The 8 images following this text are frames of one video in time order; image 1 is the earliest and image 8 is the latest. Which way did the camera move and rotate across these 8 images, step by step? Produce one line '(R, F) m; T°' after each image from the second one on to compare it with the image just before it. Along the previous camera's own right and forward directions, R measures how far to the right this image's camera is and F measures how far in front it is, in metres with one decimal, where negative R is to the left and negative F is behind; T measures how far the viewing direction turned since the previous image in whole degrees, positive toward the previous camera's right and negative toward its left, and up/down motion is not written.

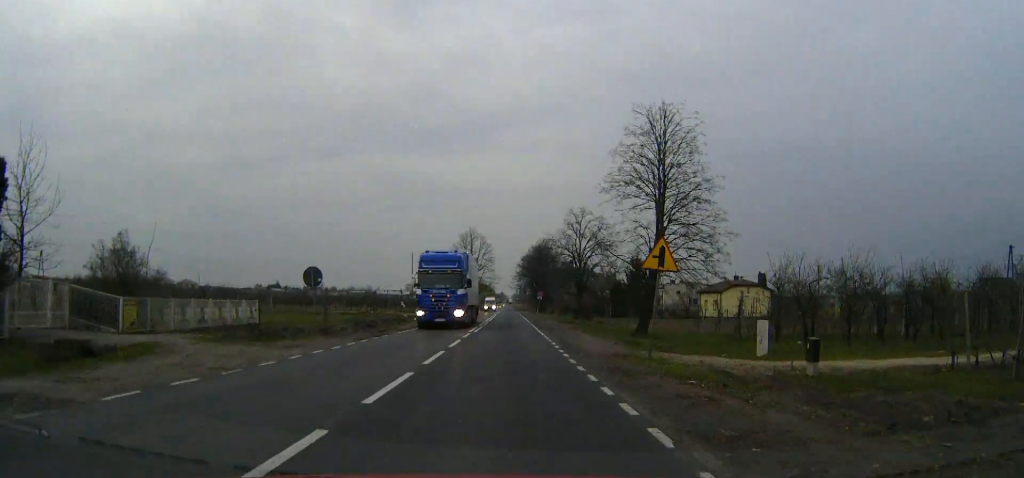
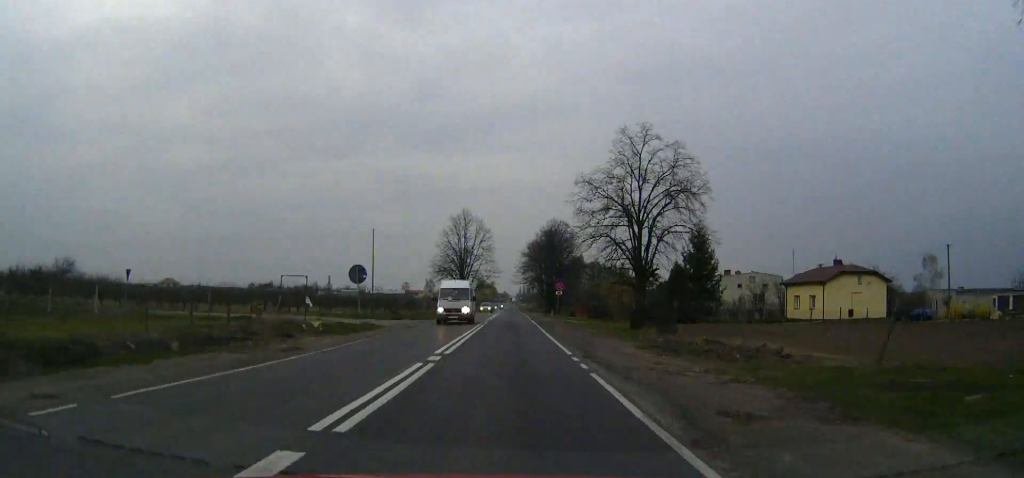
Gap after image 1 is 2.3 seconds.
(-0.1, +37.4) m; 0°
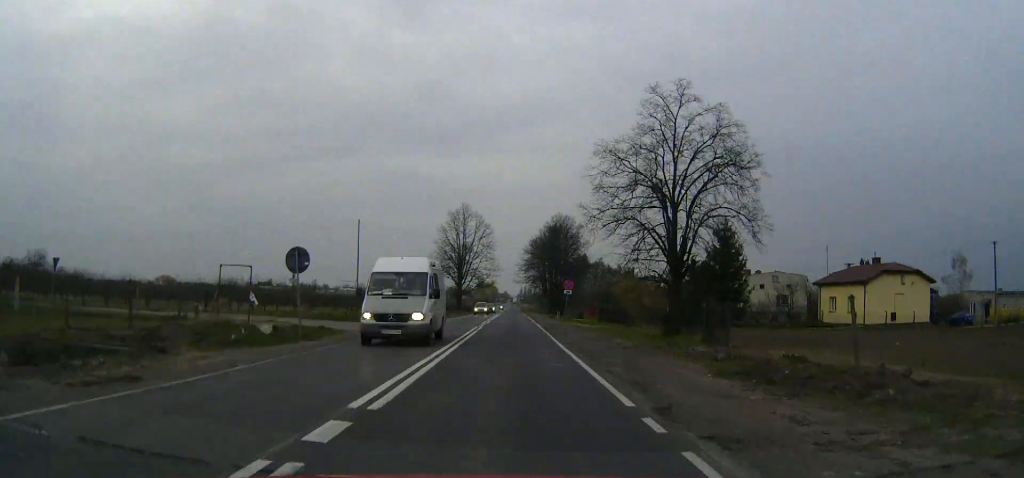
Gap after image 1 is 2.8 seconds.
(0.0, +9.3) m; 0°
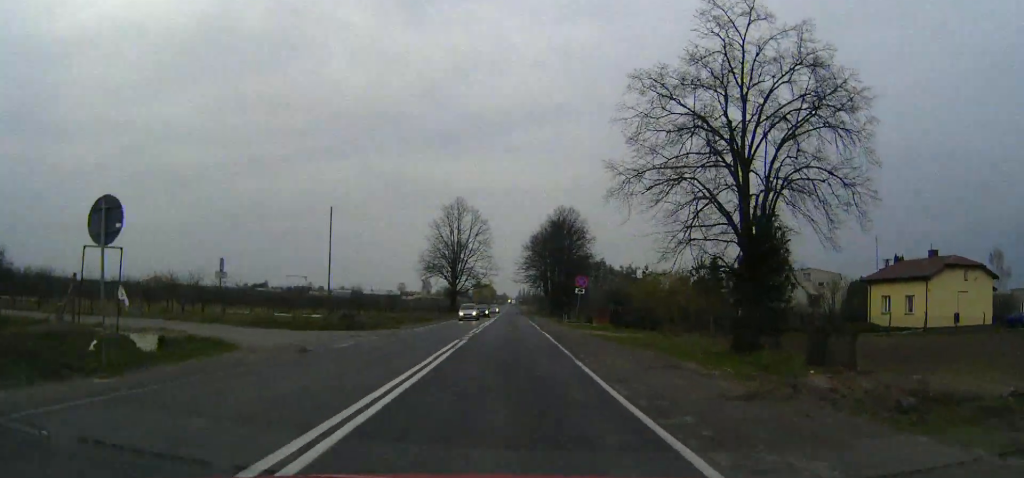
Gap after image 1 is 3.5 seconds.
(0.0, +11.6) m; 0°
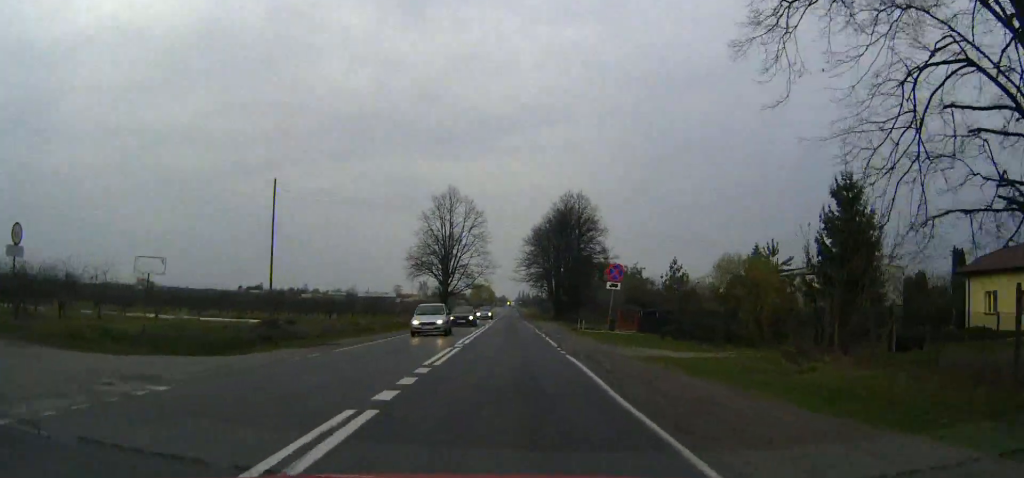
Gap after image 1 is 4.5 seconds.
(0.0, +16.0) m; 0°
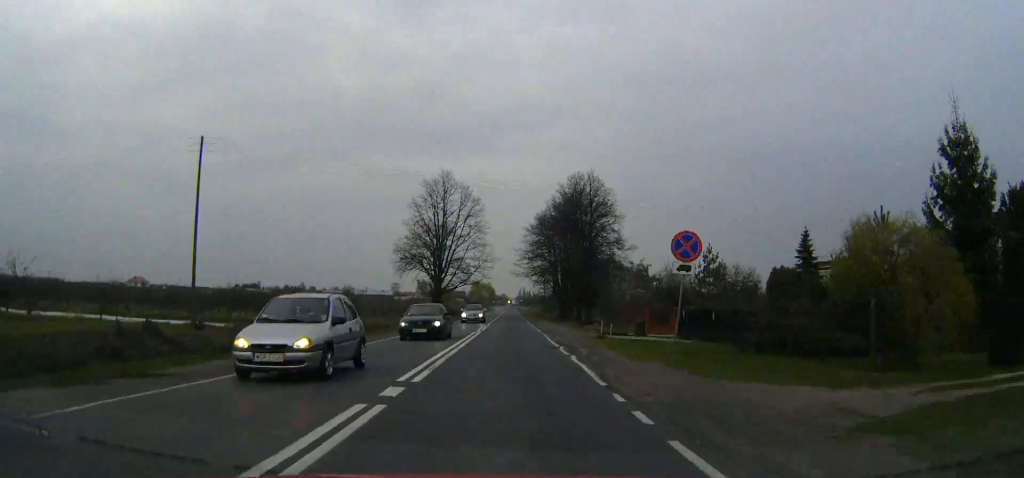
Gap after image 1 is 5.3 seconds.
(0.0, +12.9) m; 0°
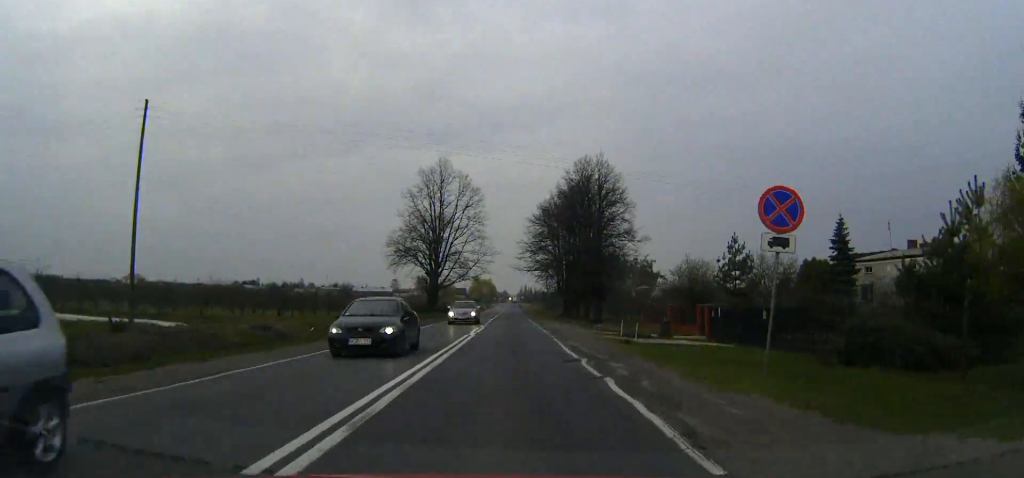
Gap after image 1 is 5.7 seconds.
(0.0, +6.9) m; 0°
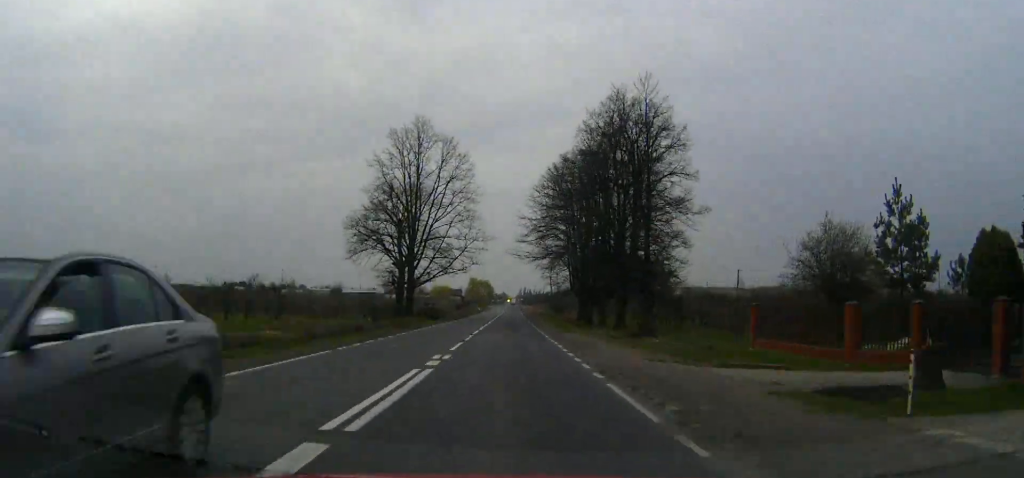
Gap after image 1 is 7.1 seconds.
(0.0, +24.6) m; 0°
